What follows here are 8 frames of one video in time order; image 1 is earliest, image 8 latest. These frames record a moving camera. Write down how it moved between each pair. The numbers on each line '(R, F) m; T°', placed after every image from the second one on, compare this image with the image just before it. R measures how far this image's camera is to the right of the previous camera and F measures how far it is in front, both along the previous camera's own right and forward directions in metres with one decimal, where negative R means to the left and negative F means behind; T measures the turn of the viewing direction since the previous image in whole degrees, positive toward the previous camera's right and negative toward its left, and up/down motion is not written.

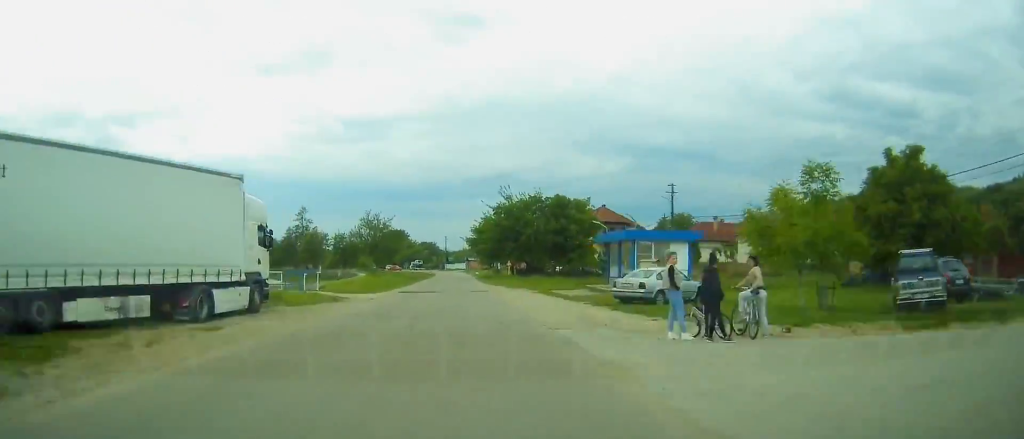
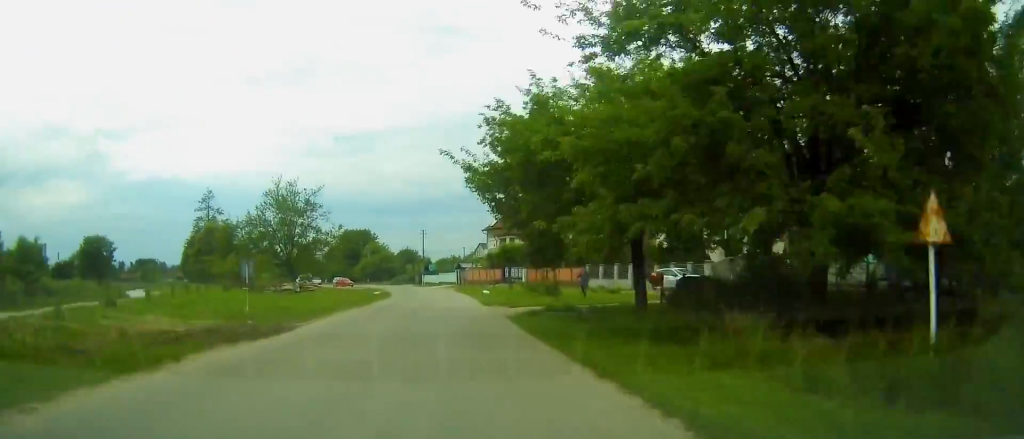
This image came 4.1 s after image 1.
(+0.1, +64.0) m; -3°
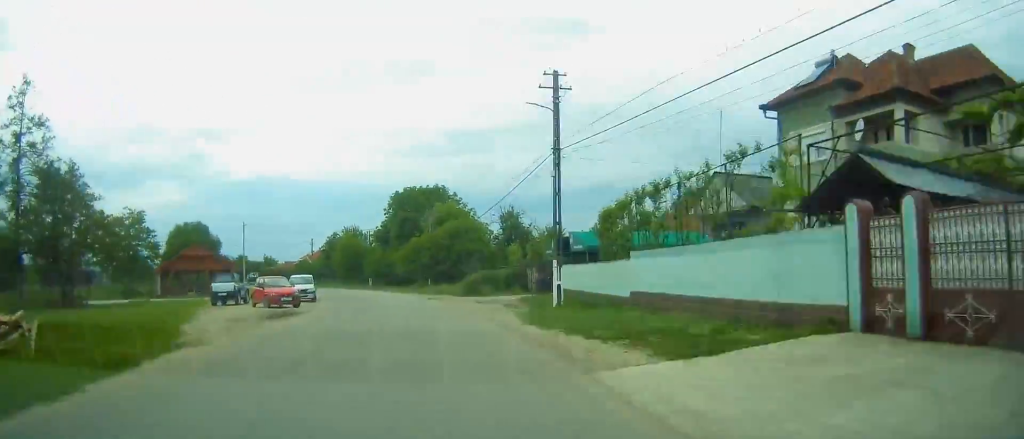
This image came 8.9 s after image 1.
(-6.6, +74.7) m; -14°
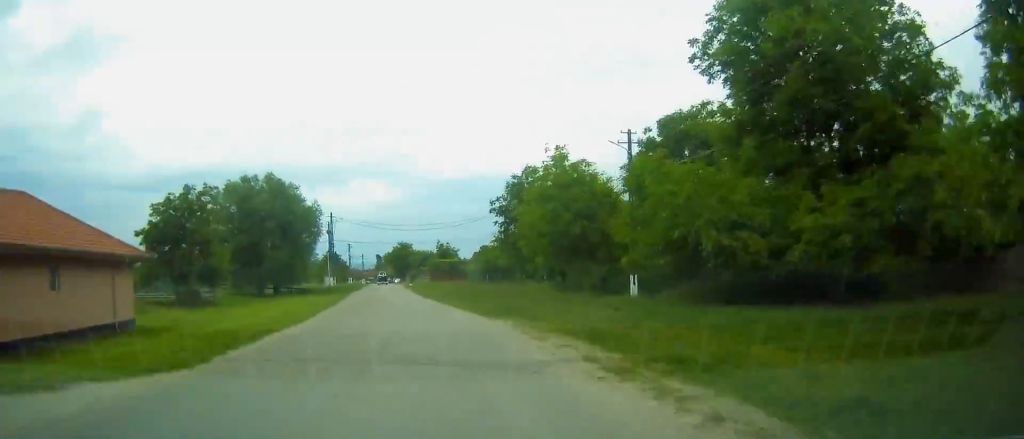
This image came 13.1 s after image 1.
(-8.8, +65.2) m; -12°
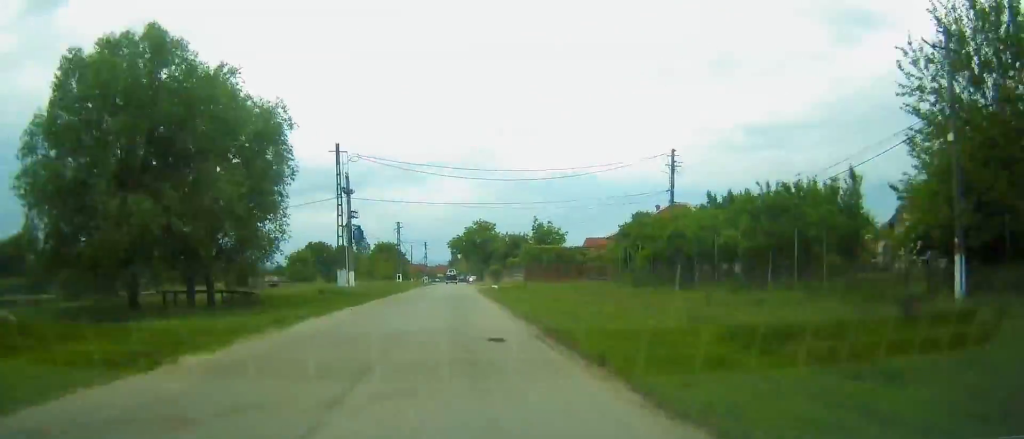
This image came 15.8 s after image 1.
(-2.6, +41.3) m; -5°
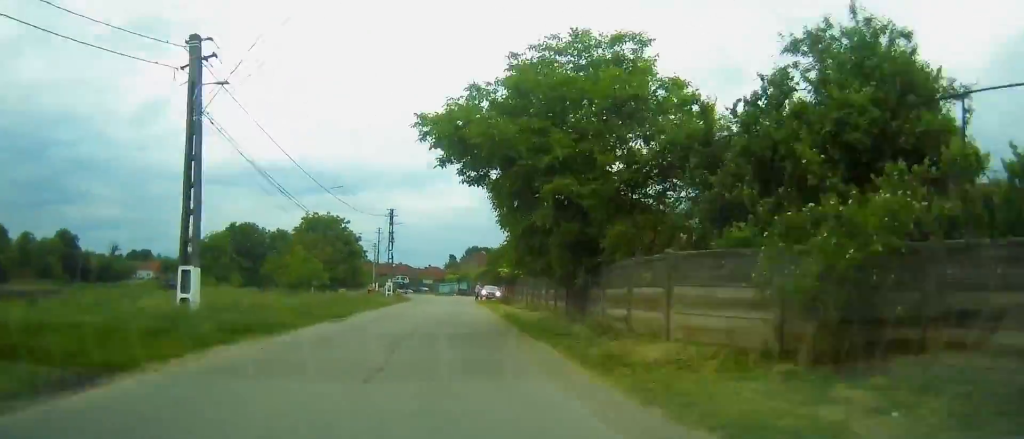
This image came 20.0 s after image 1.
(-1.6, +62.1) m; -3°
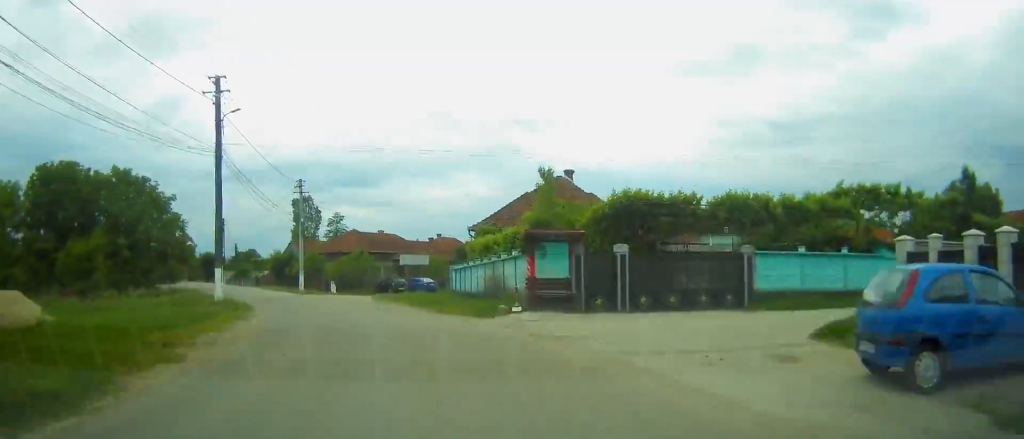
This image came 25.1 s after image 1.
(-4.5, +67.2) m; -16°
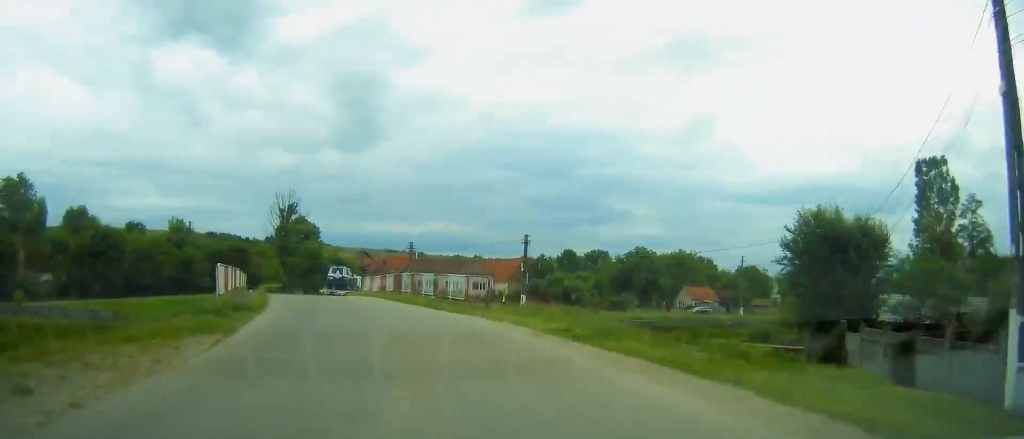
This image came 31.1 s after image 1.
(-18.5, +65.4) m; -31°
